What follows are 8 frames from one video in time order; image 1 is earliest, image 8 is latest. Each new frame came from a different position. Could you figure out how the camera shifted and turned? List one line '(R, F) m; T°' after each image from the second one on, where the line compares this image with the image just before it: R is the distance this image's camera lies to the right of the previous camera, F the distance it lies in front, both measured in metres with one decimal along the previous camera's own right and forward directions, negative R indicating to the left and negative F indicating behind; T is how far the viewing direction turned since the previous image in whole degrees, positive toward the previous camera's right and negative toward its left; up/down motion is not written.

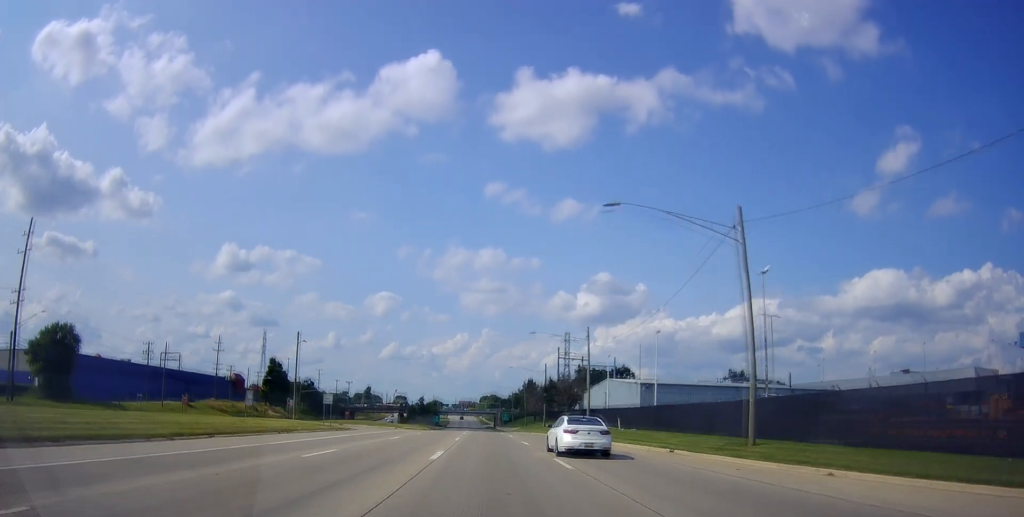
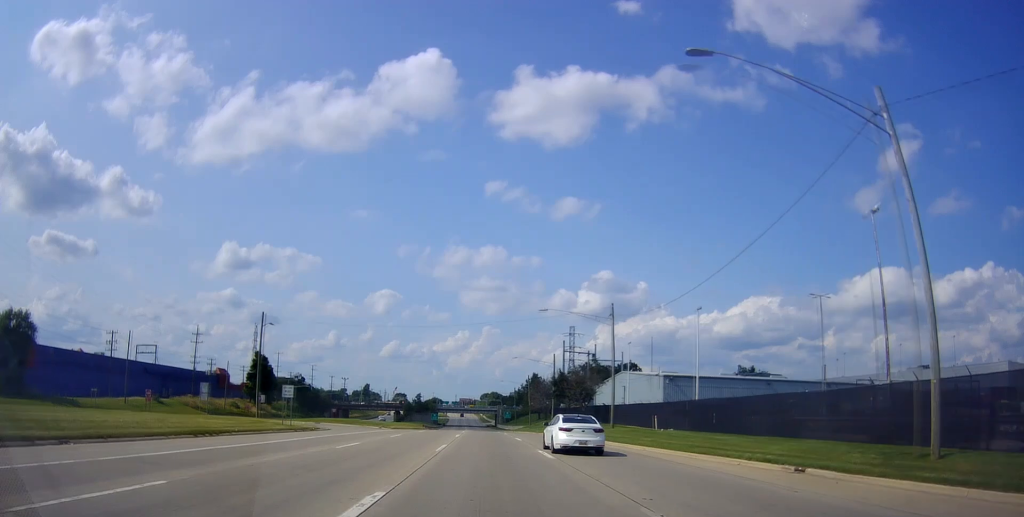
(+0.2, +11.8) m; 0°
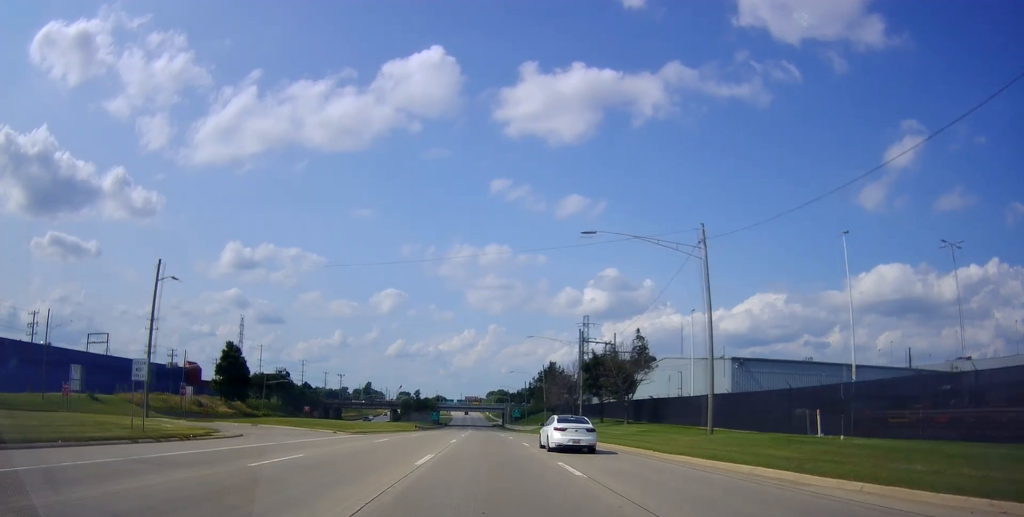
(-0.4, +21.3) m; +1°
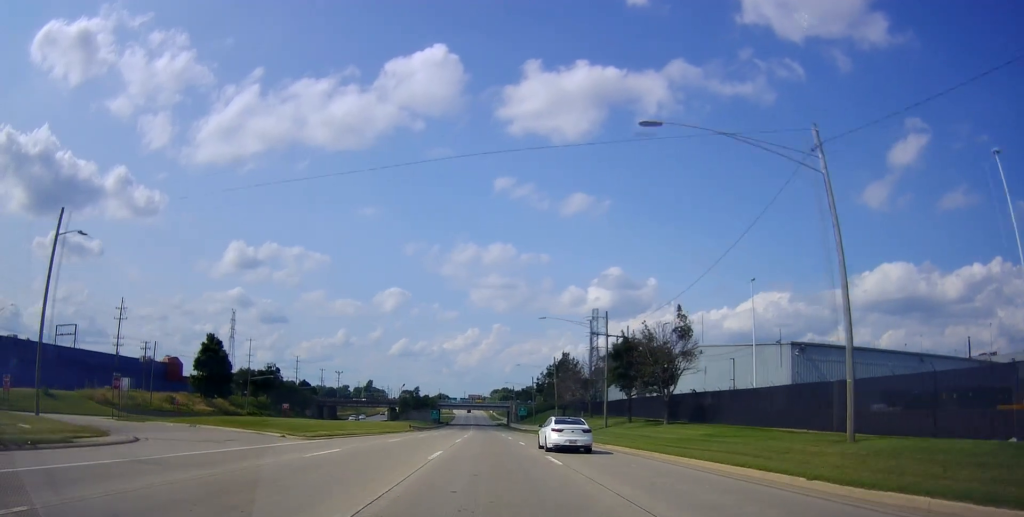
(+0.3, +11.9) m; 0°
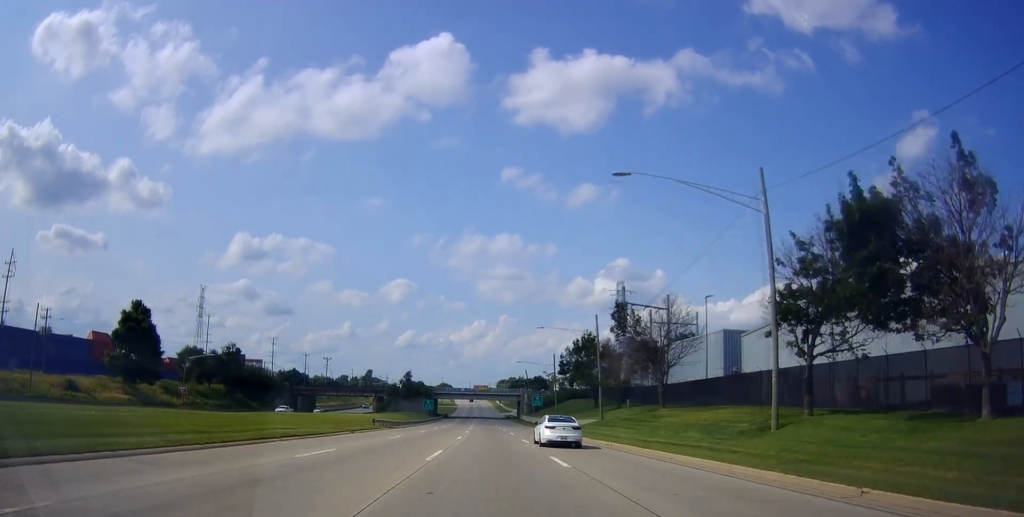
(-0.2, +31.8) m; -3°
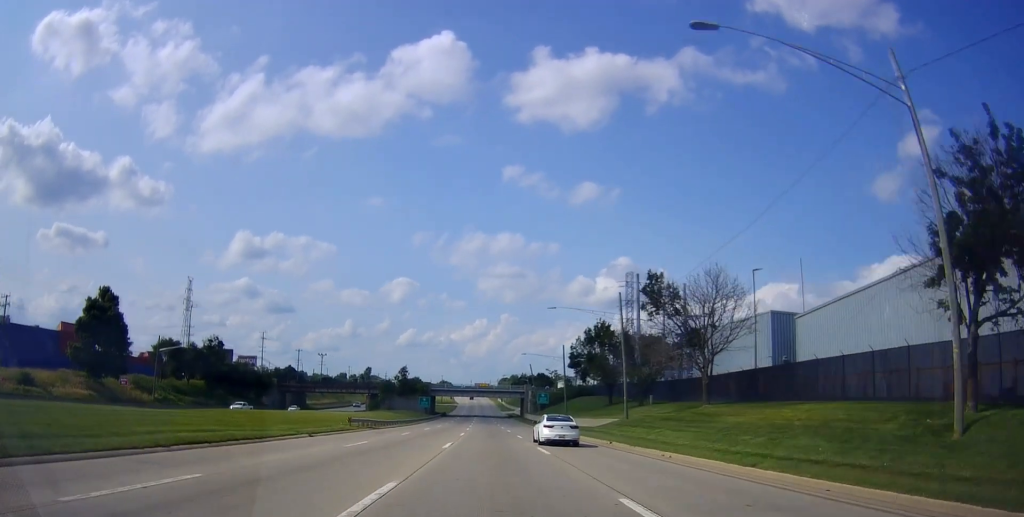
(-0.2, +10.3) m; -1°
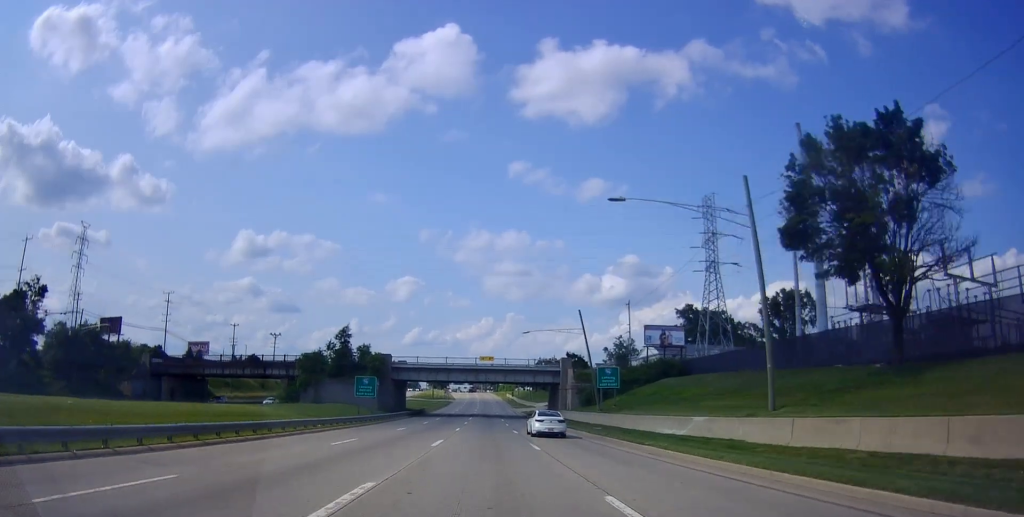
(+0.8, +61.3) m; +2°
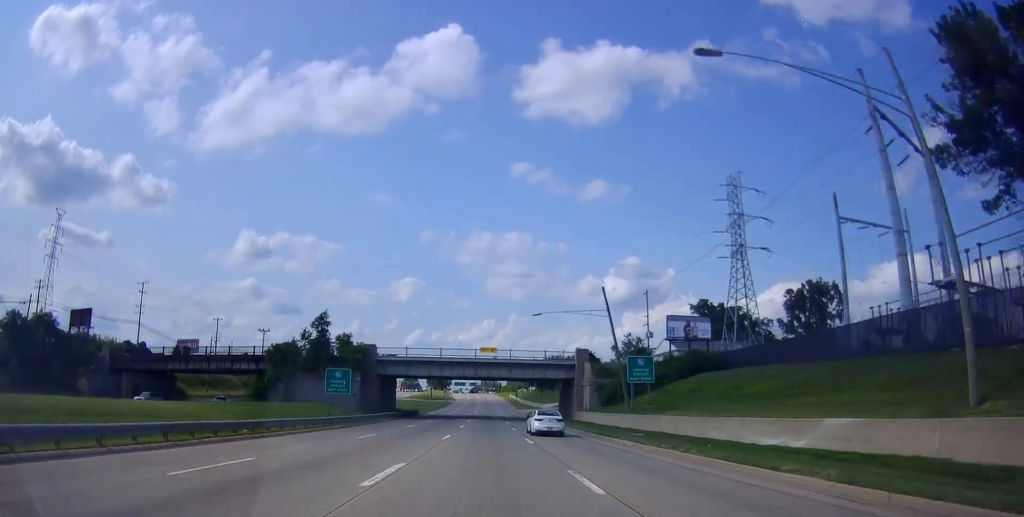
(0.0, +11.8) m; 0°
